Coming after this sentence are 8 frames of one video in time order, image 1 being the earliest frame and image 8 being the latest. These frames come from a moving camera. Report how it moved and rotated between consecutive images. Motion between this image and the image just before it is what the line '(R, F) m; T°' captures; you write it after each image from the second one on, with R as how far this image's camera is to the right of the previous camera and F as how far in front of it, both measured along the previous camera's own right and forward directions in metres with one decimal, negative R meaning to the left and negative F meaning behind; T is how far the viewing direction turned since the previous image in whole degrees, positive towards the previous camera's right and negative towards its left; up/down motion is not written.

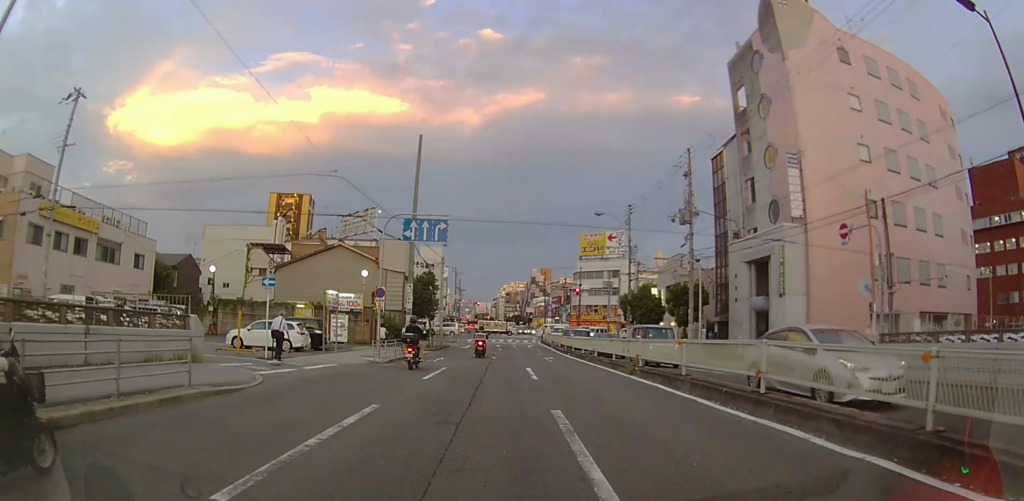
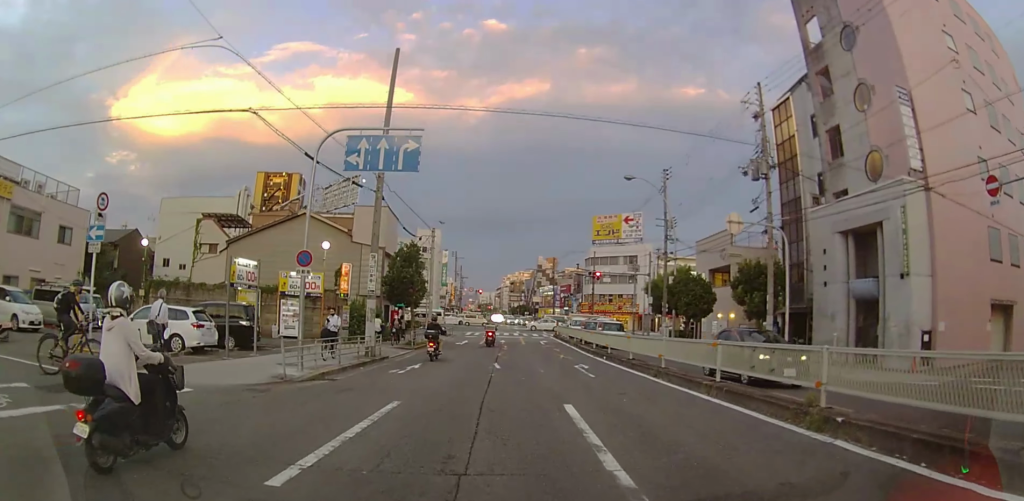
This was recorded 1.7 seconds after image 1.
(-0.1, +9.6) m; -2°
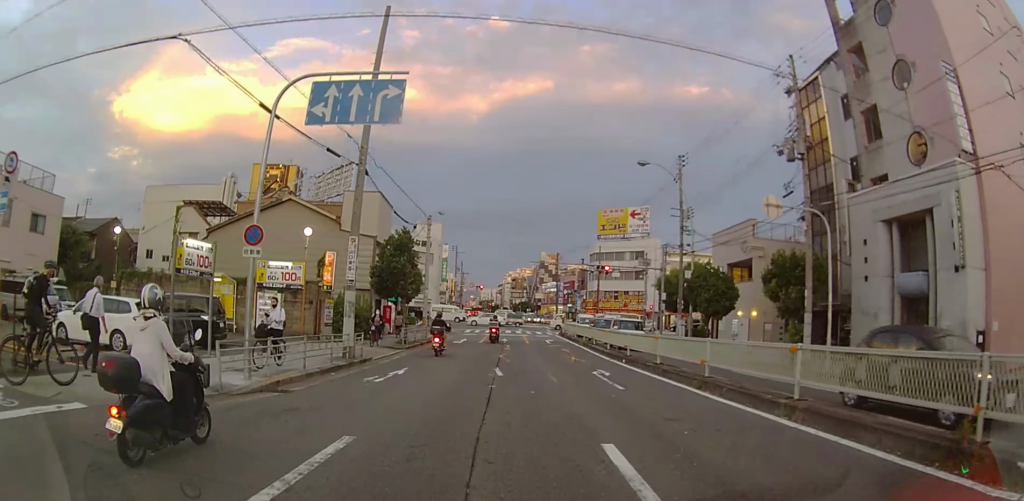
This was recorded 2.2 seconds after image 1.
(0.0, +2.9) m; -1°
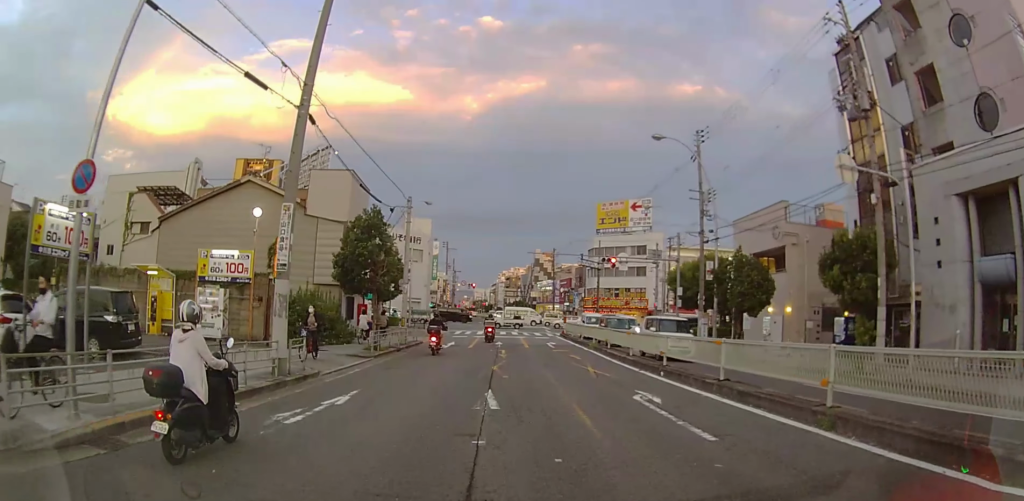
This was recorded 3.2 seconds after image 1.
(0.0, +4.8) m; -1°
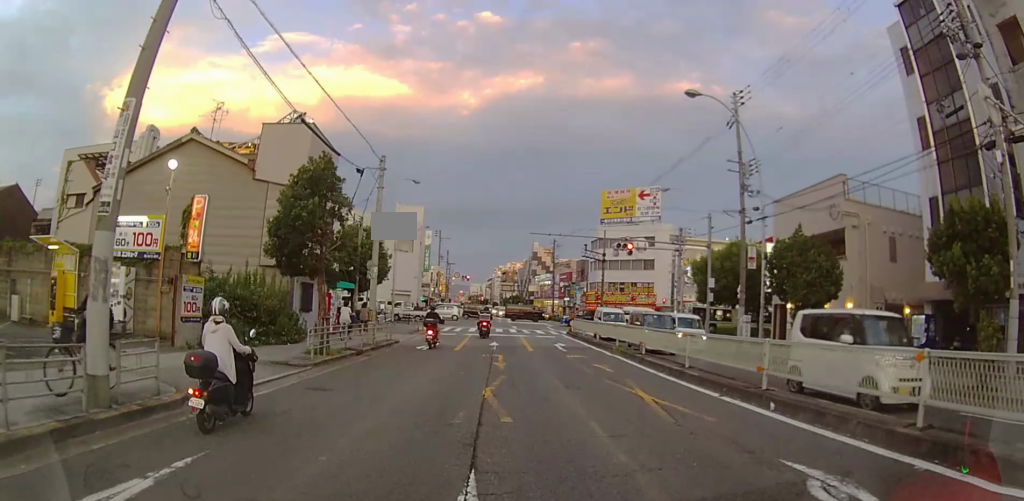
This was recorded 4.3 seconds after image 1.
(0.0, +5.7) m; +2°
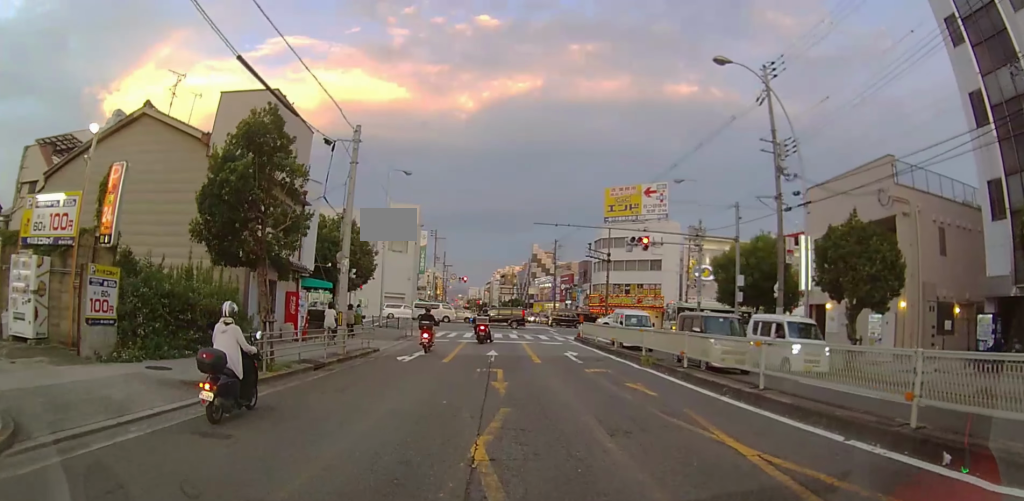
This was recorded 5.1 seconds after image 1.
(+0.2, +3.8) m; +2°
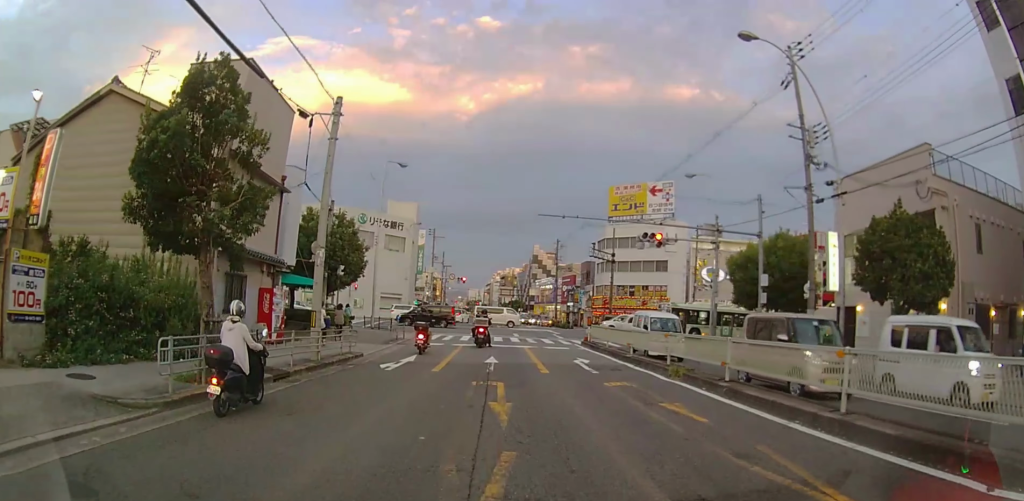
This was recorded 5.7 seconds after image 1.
(0.0, +2.6) m; 0°
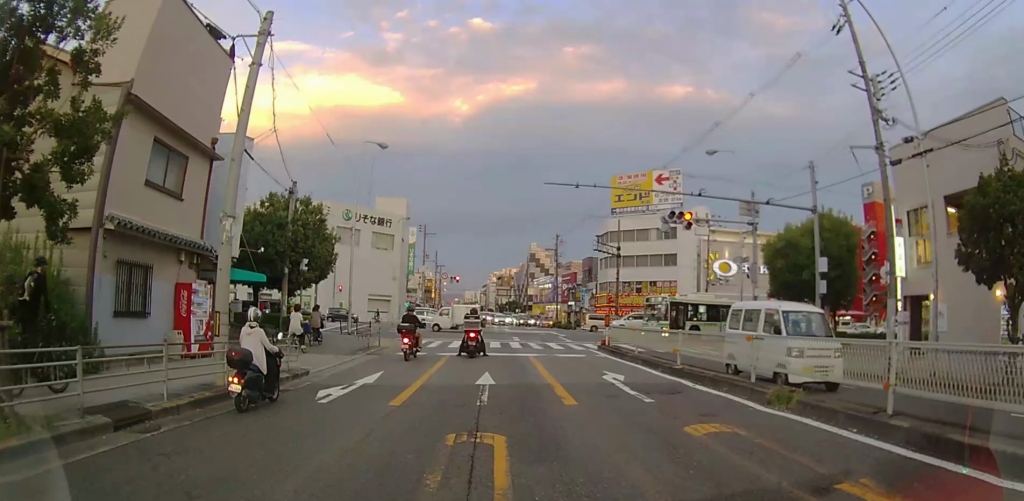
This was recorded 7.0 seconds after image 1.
(0.0, +5.5) m; 0°
